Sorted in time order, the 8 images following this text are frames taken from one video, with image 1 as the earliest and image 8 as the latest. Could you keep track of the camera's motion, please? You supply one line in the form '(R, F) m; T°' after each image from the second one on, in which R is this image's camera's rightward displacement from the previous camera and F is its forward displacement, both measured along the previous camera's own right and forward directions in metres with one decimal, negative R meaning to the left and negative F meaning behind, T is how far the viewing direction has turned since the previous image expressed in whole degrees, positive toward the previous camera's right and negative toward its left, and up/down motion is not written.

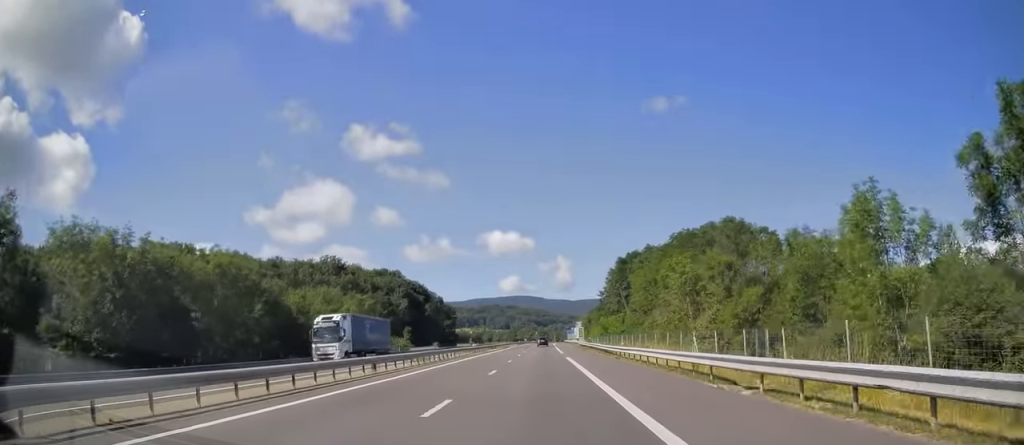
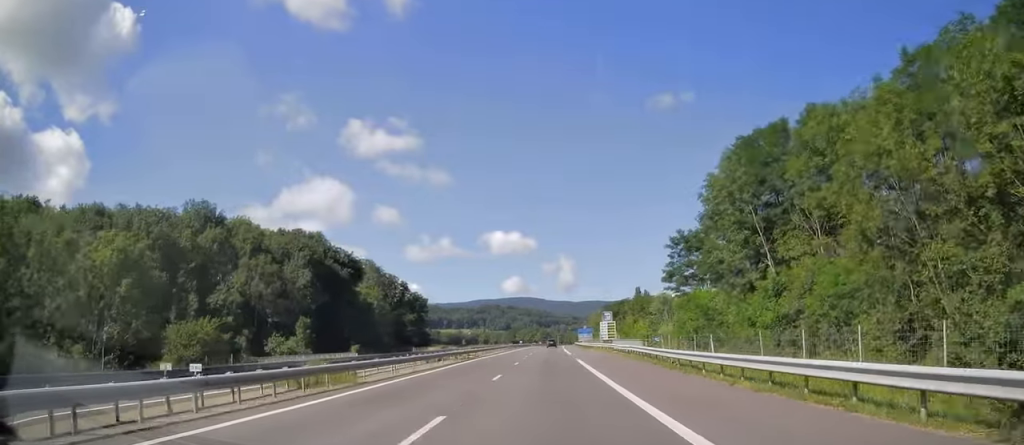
(-0.1, +55.0) m; 0°
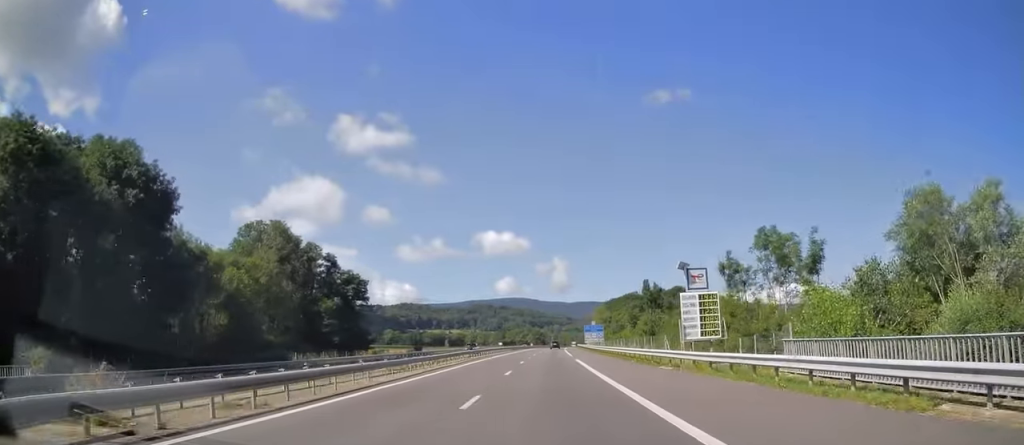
(0.0, +47.5) m; 0°
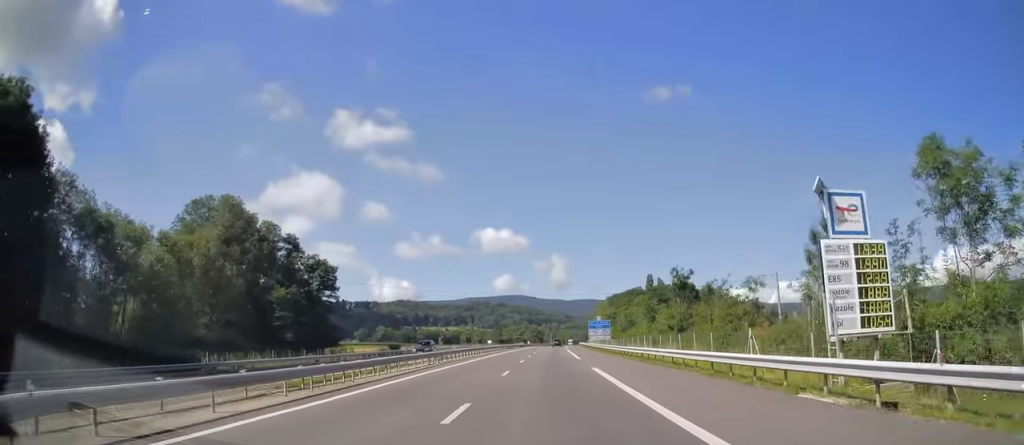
(0.0, +15.5) m; 0°
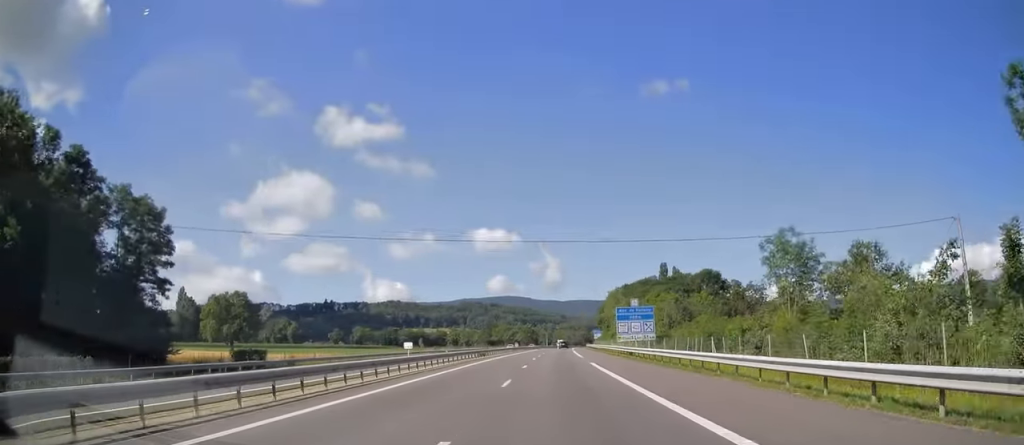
(+0.2, +43.9) m; 0°
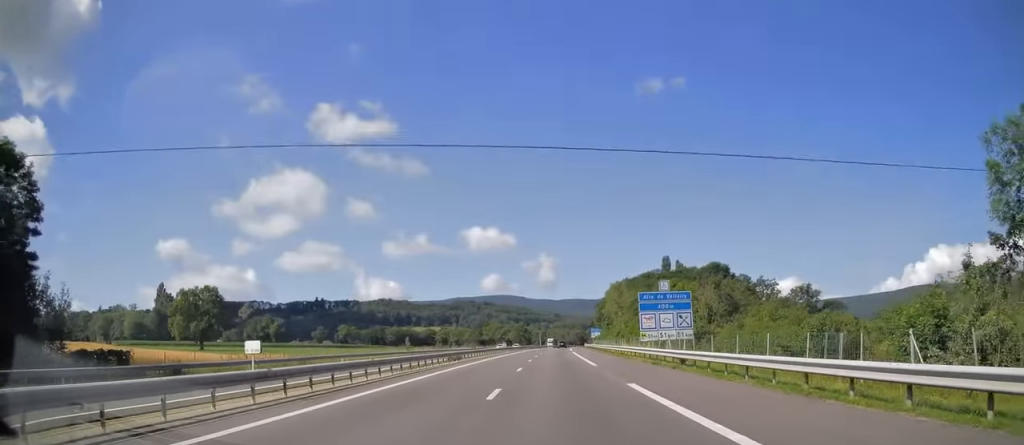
(0.0, +17.1) m; 0°
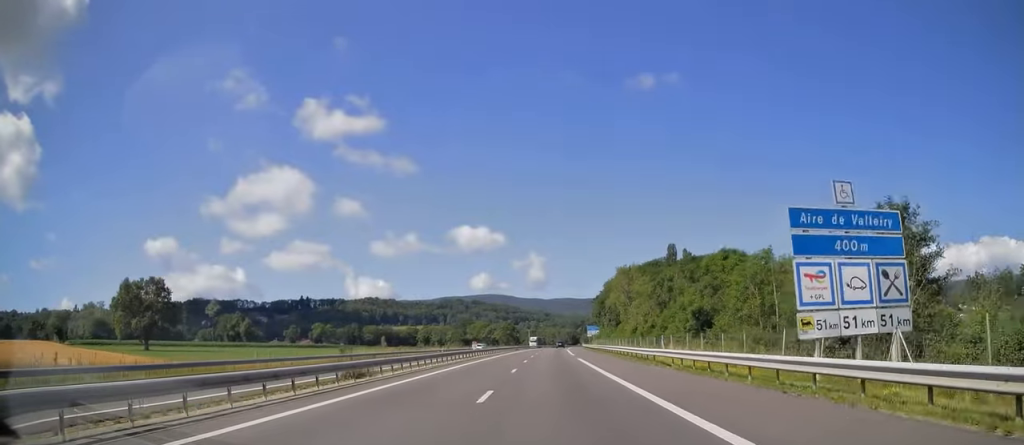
(0.0, +26.8) m; +1°
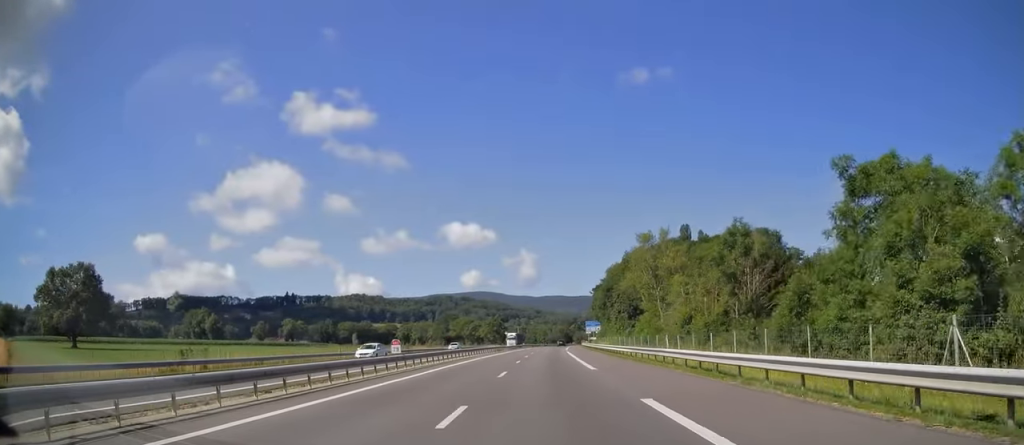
(+0.5, +30.0) m; +1°
